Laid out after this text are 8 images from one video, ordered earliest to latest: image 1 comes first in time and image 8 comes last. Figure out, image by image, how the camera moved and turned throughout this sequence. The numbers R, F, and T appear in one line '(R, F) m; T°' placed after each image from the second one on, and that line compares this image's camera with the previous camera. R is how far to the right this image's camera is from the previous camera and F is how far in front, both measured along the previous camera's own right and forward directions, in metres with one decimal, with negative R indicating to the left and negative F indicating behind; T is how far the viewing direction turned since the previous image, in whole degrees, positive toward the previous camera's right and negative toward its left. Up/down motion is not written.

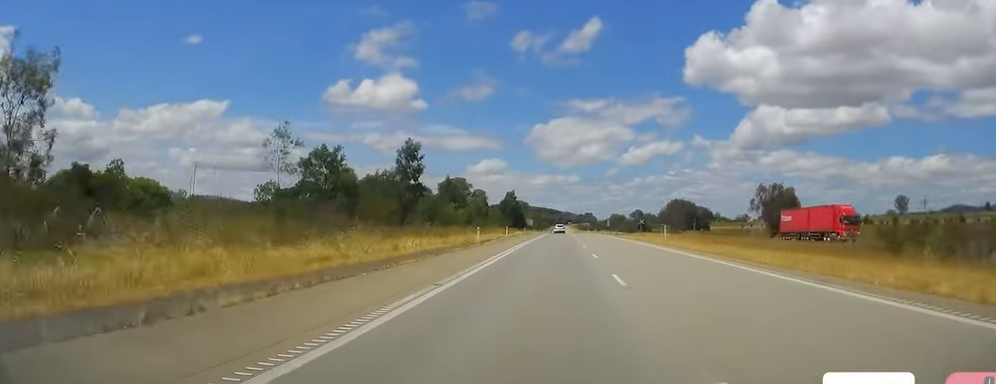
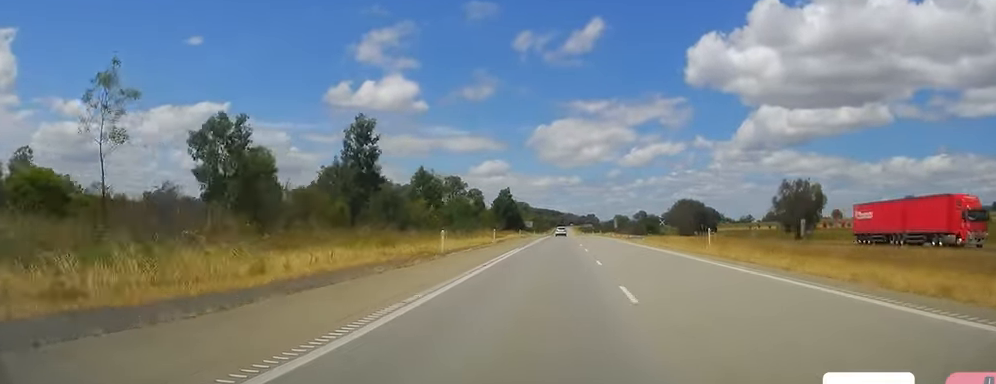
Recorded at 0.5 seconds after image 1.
(-0.1, +14.7) m; -1°
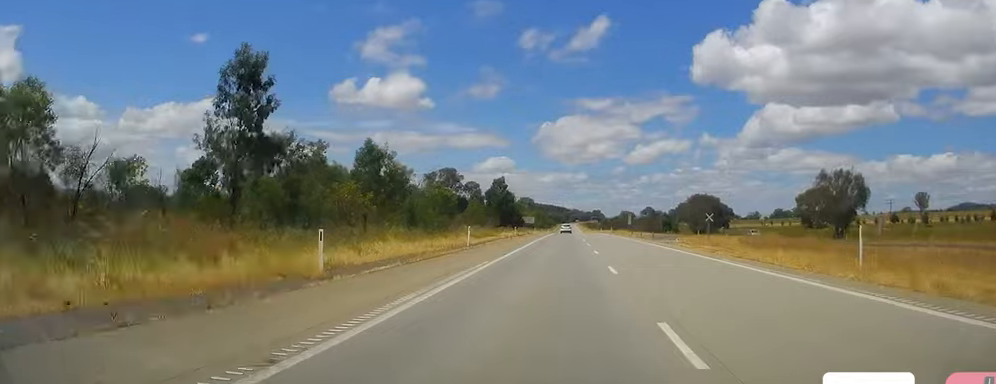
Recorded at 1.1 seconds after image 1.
(0.0, +17.7) m; -1°
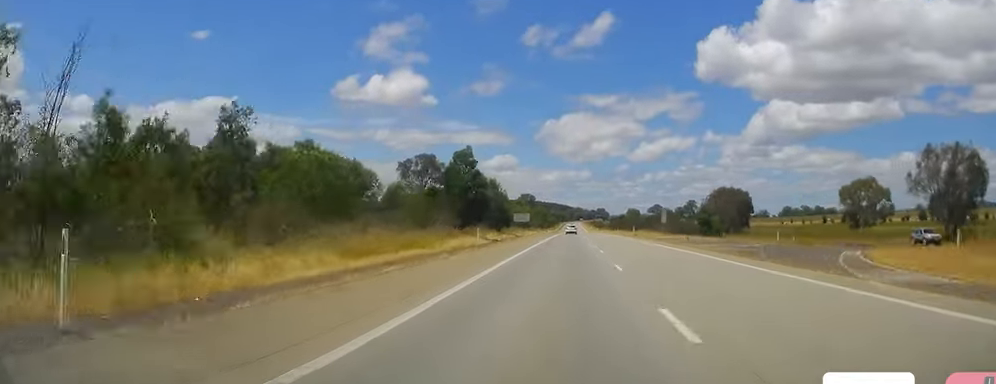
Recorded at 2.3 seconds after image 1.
(-0.7, +34.5) m; -2°
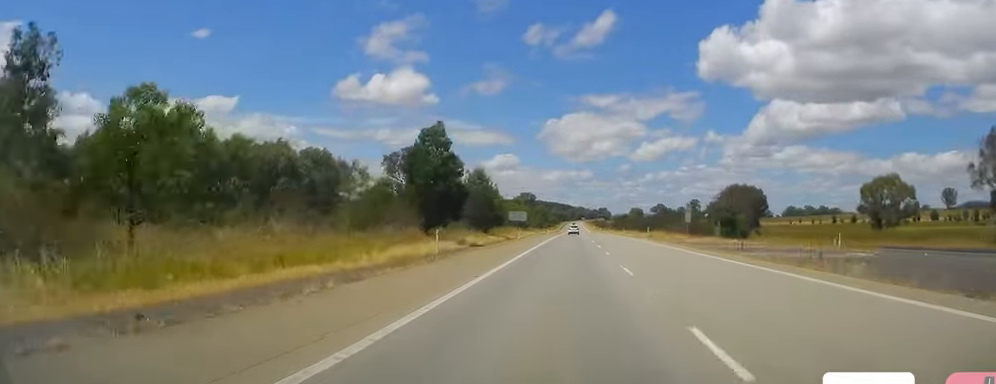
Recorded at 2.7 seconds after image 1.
(-0.2, +13.8) m; 0°
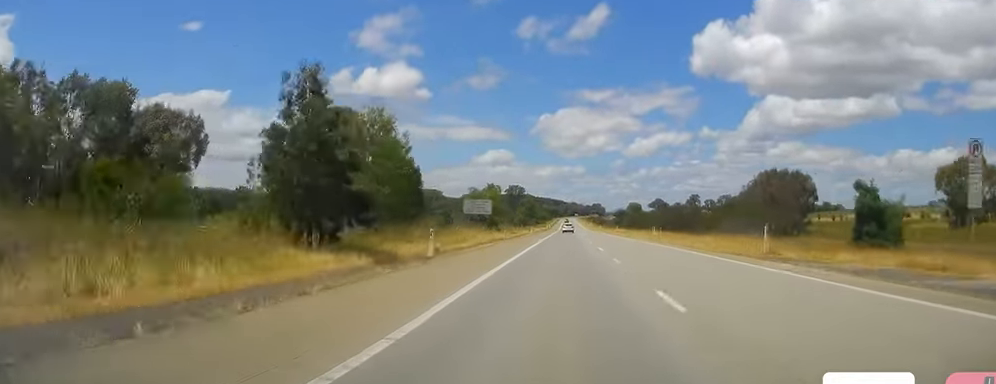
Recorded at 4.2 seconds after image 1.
(+0.4, +42.9) m; +2°
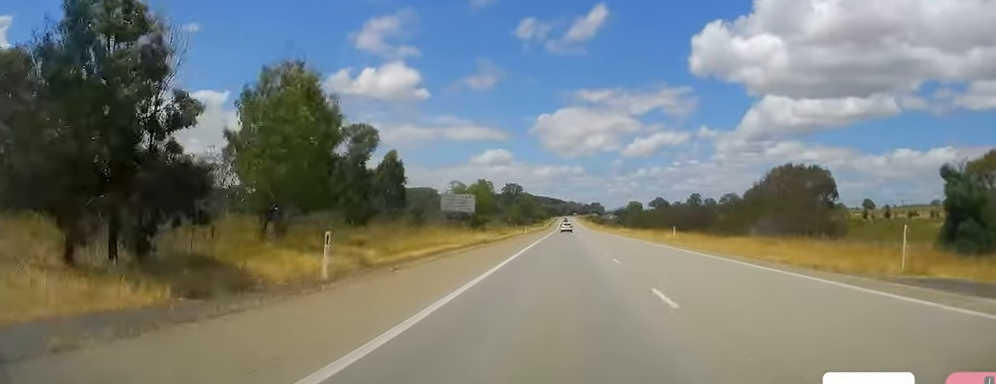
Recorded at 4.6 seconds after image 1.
(+0.2, +11.7) m; 0°
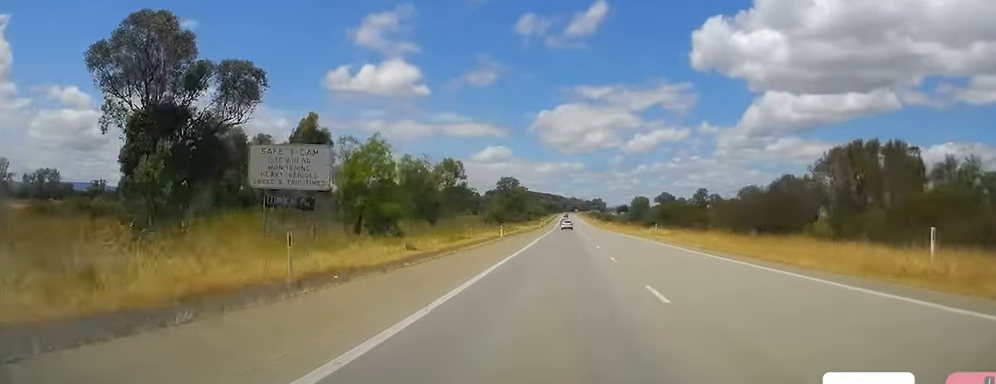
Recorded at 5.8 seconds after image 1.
(-0.1, +35.3) m; -1°
